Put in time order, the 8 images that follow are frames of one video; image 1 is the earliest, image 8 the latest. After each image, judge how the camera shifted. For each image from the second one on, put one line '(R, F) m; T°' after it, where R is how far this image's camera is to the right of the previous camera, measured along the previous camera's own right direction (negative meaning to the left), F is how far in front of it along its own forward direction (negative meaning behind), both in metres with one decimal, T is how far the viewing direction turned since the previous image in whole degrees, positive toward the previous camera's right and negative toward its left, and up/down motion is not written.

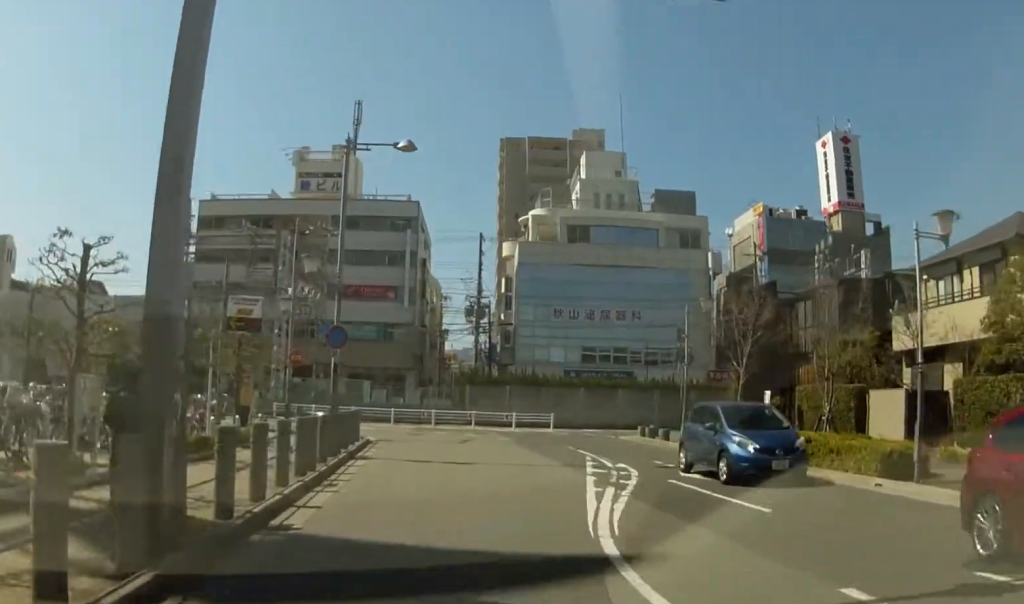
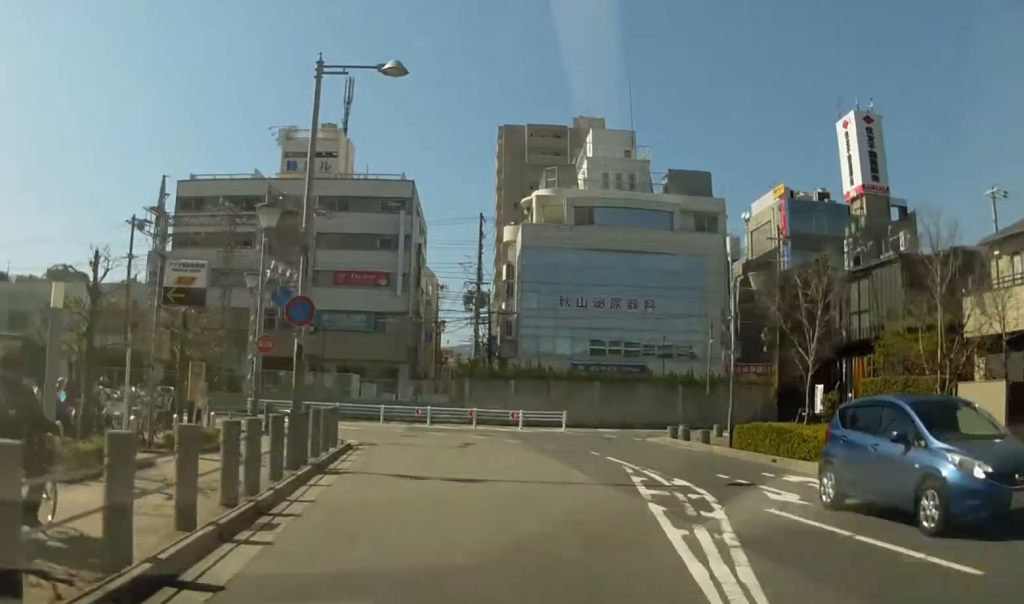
(0.0, +4.7) m; 0°
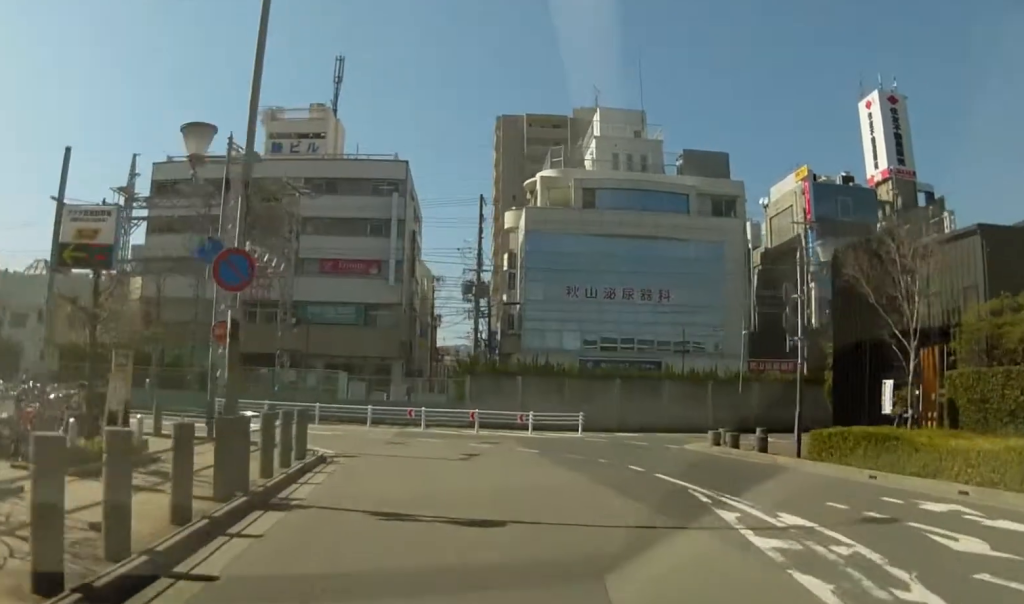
(0.0, +4.8) m; 0°
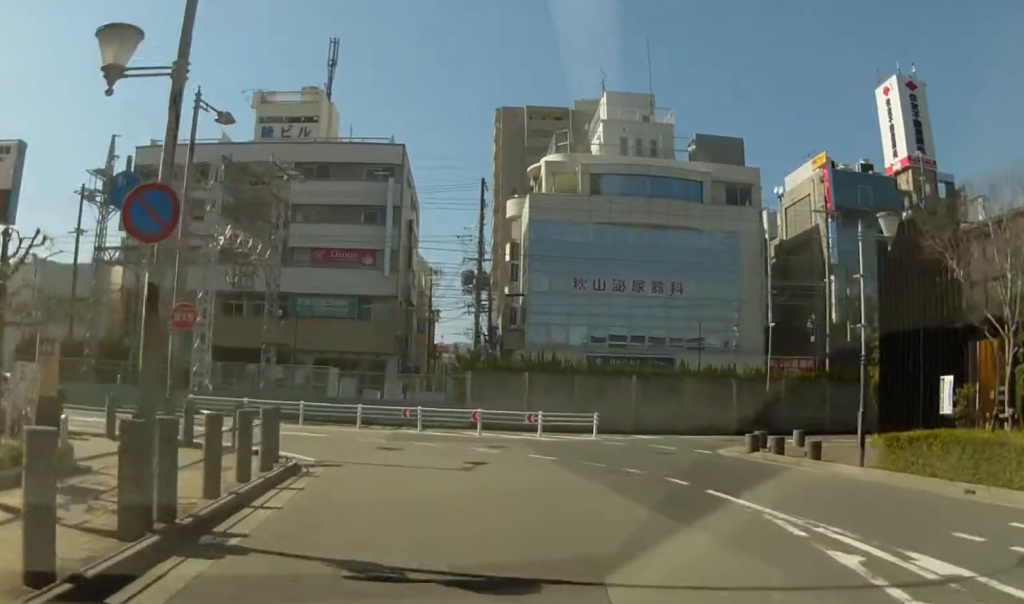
(0.0, +3.3) m; 0°
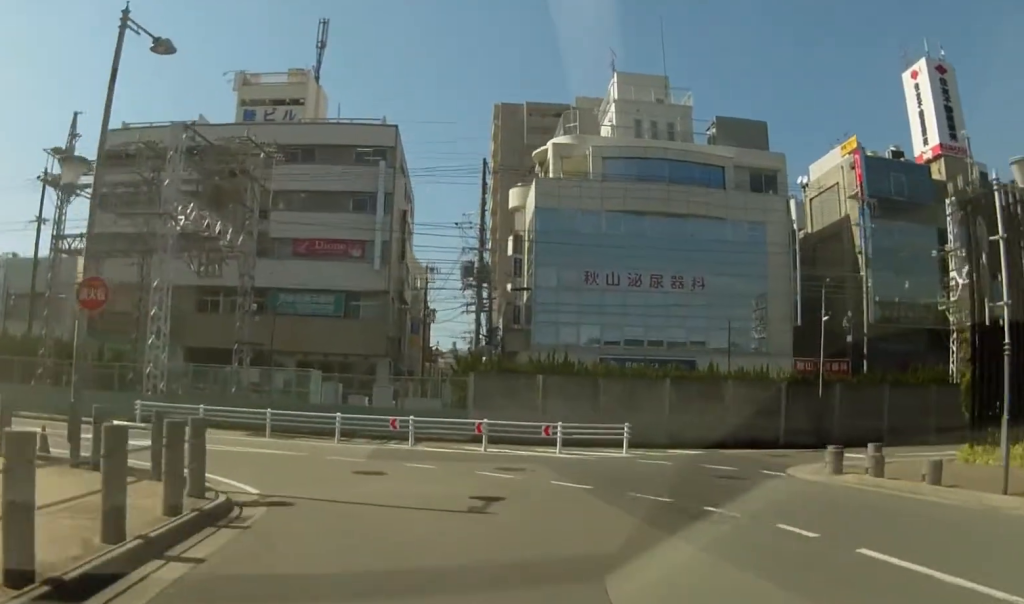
(0.0, +5.1) m; 0°
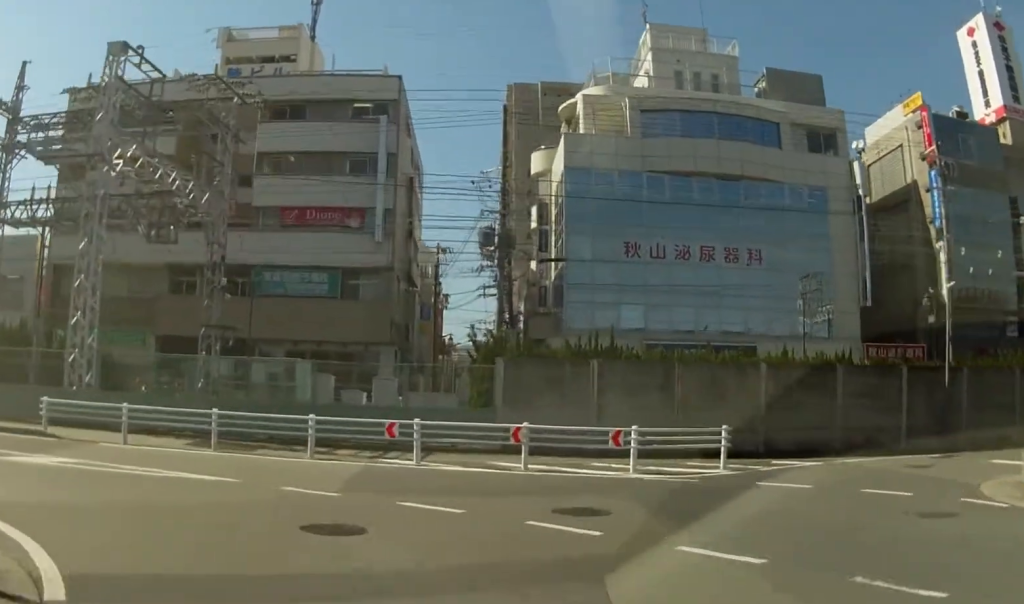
(0.0, +7.3) m; 0°
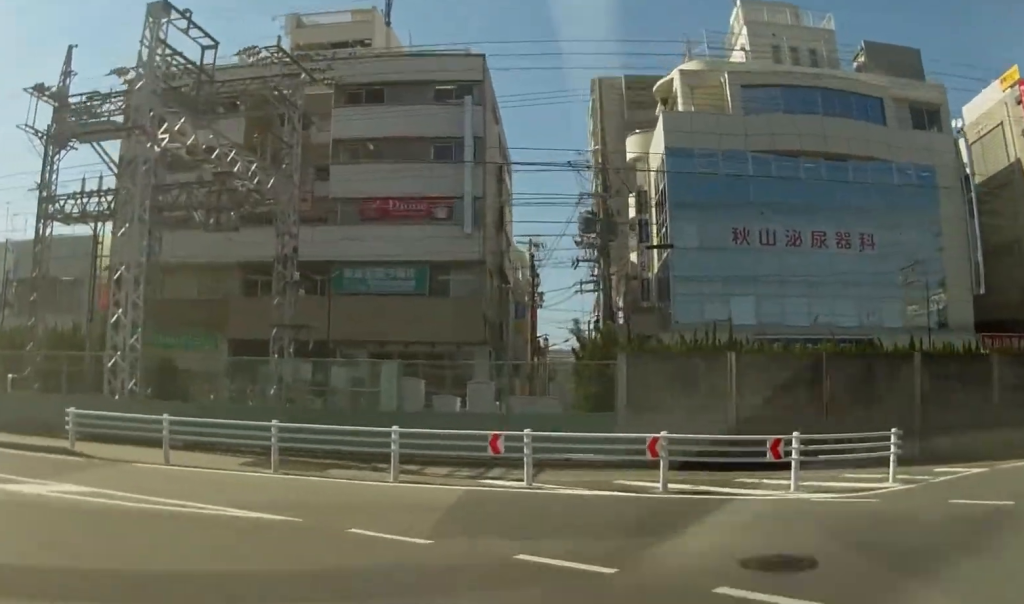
(0.0, +3.4) m; -8°
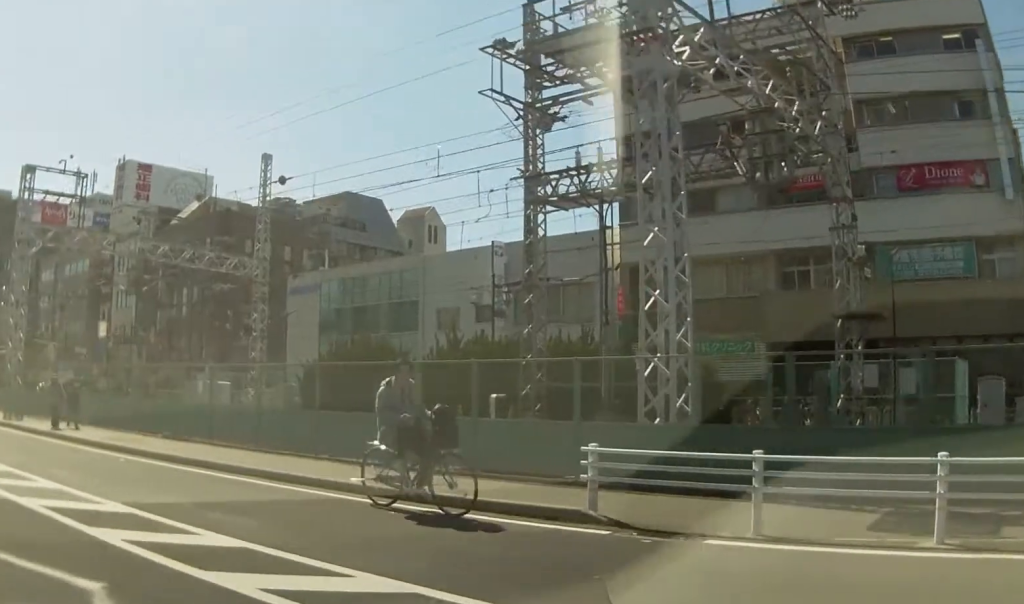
(-1.8, +6.8) m; -34°
